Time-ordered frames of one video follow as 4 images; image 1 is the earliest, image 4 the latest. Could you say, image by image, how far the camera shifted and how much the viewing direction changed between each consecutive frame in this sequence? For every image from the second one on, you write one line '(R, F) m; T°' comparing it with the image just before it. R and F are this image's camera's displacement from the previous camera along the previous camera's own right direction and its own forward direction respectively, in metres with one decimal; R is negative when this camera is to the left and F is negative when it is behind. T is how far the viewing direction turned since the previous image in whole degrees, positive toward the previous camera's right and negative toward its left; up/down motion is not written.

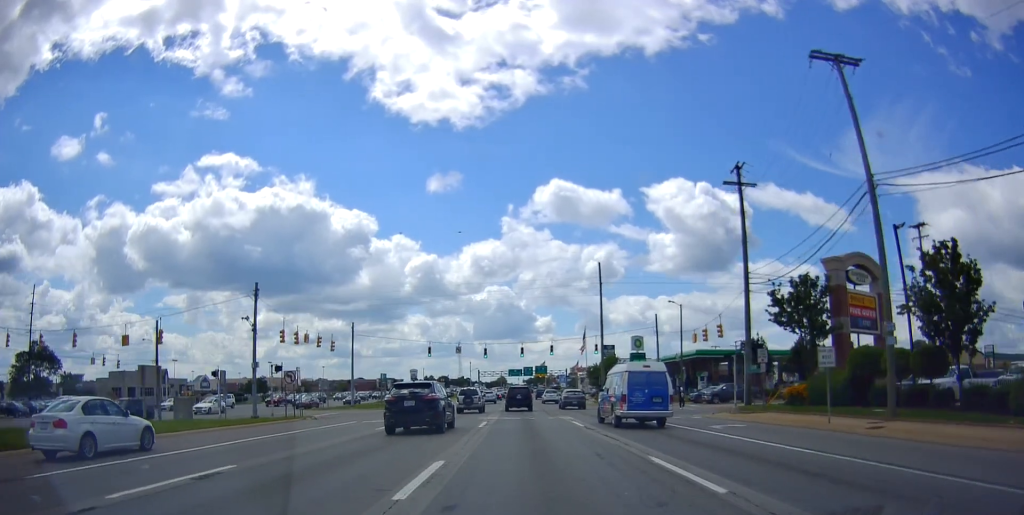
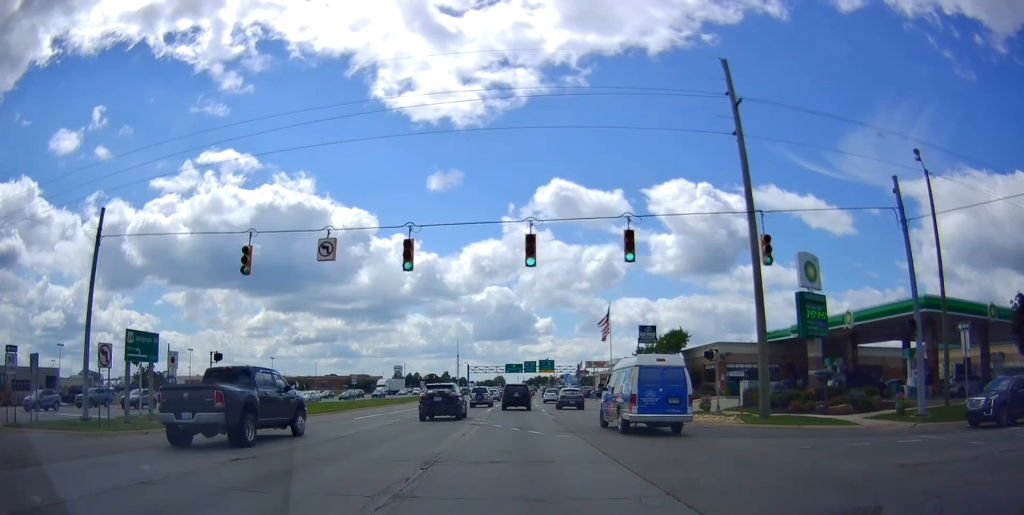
(+1.5, +37.5) m; +3°
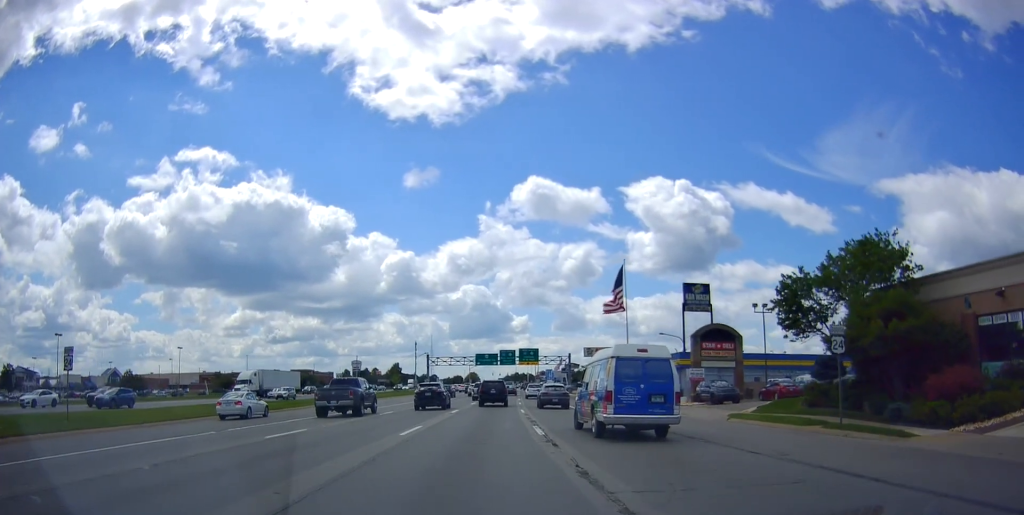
(+0.7, +37.3) m; +2°
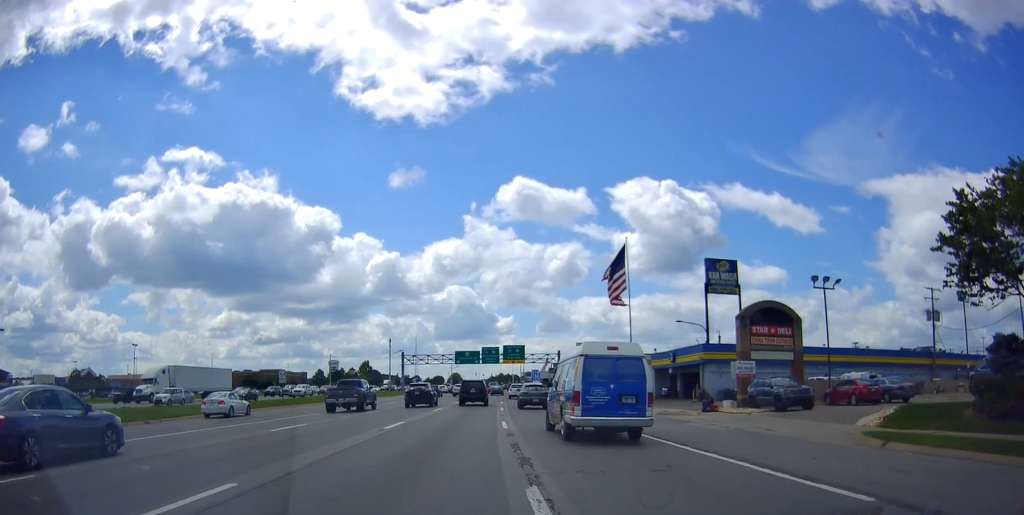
(0.0, +13.0) m; 0°
